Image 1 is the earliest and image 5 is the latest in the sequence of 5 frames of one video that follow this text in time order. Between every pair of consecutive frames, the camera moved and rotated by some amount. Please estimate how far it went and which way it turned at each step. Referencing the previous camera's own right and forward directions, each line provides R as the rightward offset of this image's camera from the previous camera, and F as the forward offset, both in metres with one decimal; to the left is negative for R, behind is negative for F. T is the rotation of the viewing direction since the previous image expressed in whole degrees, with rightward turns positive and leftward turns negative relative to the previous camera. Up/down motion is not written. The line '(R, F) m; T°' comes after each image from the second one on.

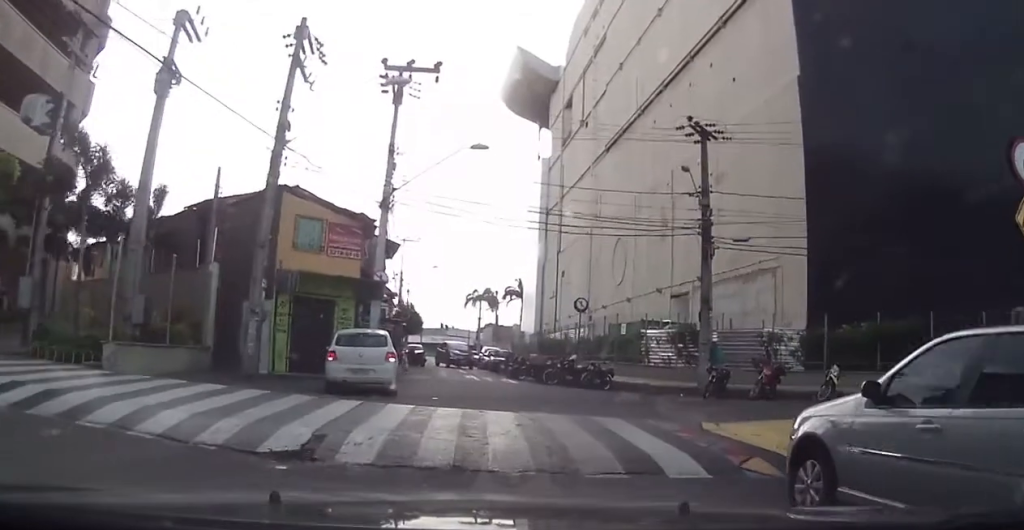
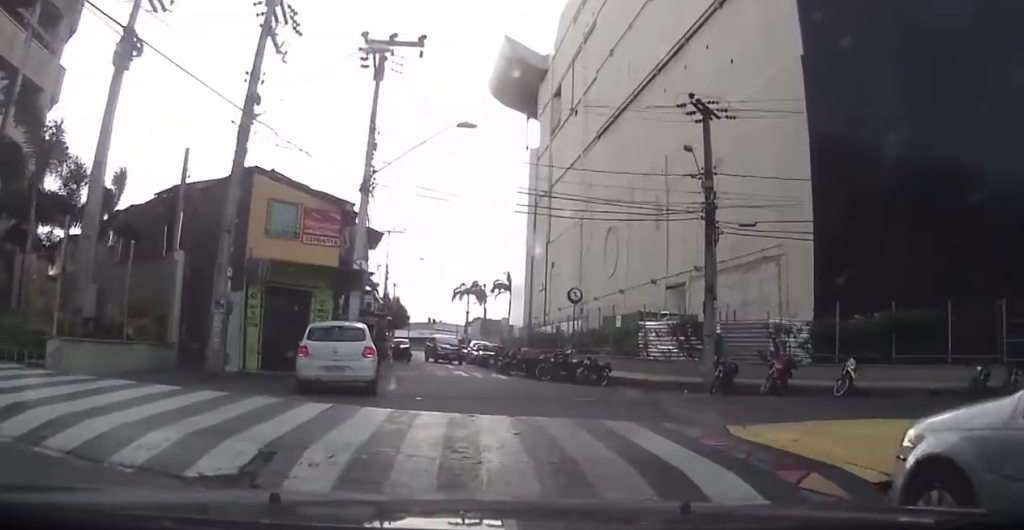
(0.0, +1.7) m; -1°
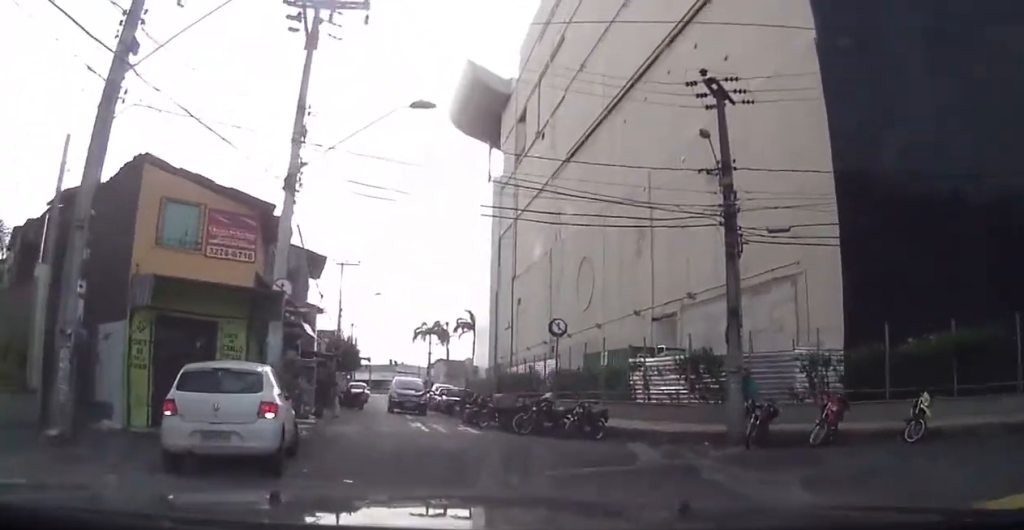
(-0.6, +5.1) m; +2°
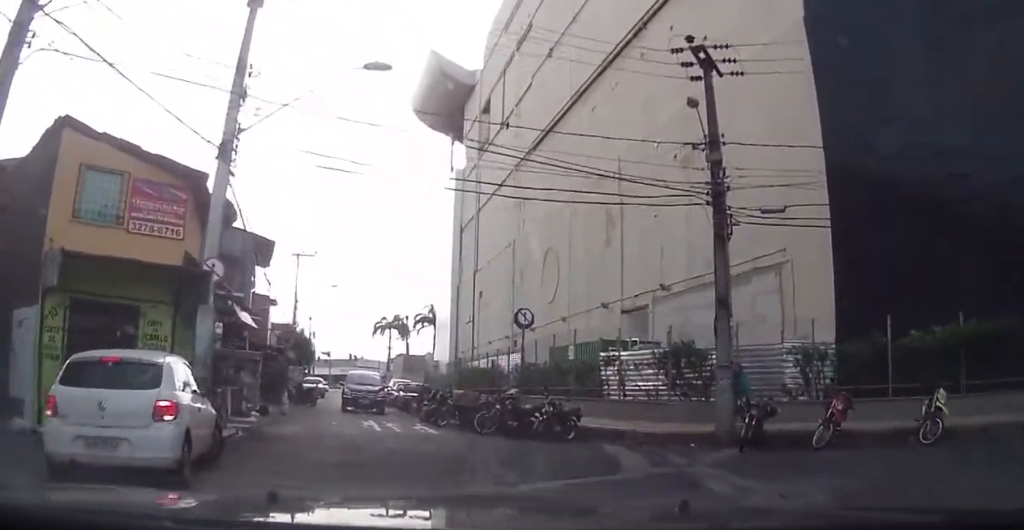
(+0.7, +2.0) m; +11°
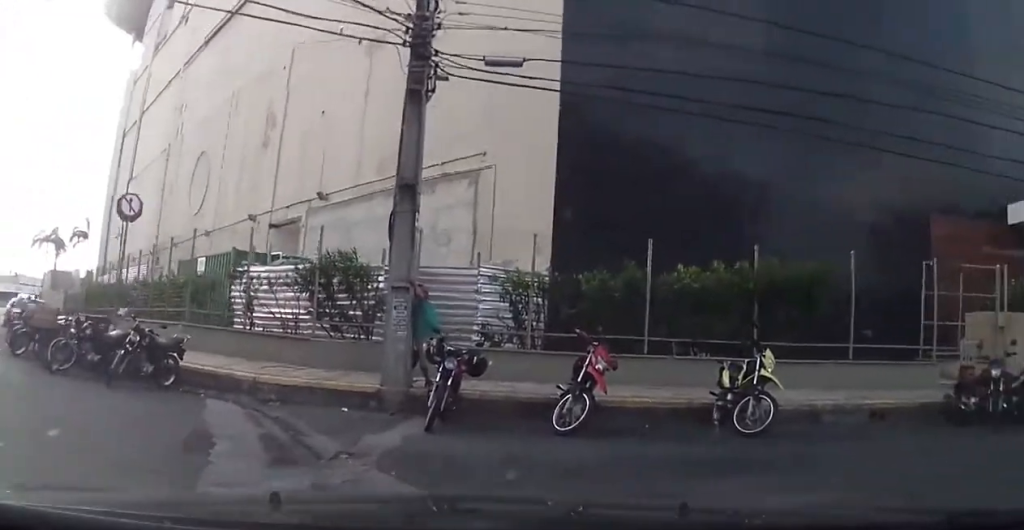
(+0.8, +5.4) m; +36°
